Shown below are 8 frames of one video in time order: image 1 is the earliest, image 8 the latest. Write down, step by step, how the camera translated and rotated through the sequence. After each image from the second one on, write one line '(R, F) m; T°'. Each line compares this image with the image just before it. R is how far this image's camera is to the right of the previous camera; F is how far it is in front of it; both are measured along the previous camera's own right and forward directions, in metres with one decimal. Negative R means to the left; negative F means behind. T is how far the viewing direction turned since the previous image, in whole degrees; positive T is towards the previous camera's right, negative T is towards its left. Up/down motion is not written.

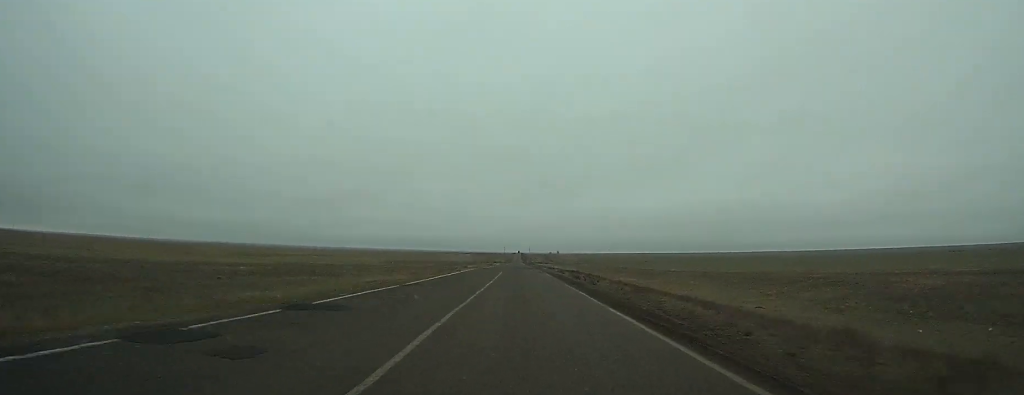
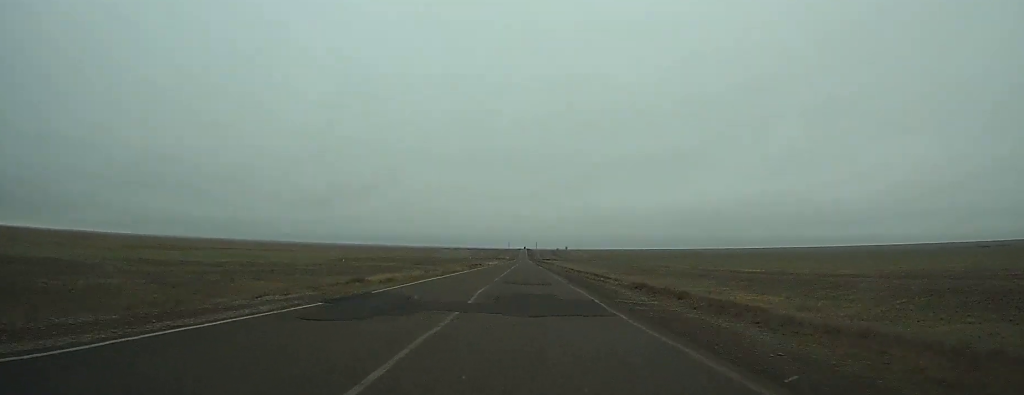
(-0.1, +71.4) m; 0°
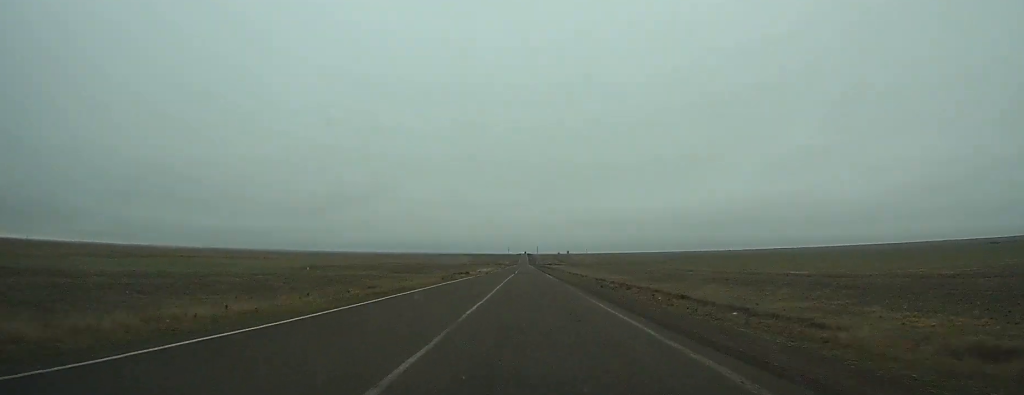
(-0.1, +28.3) m; 0°
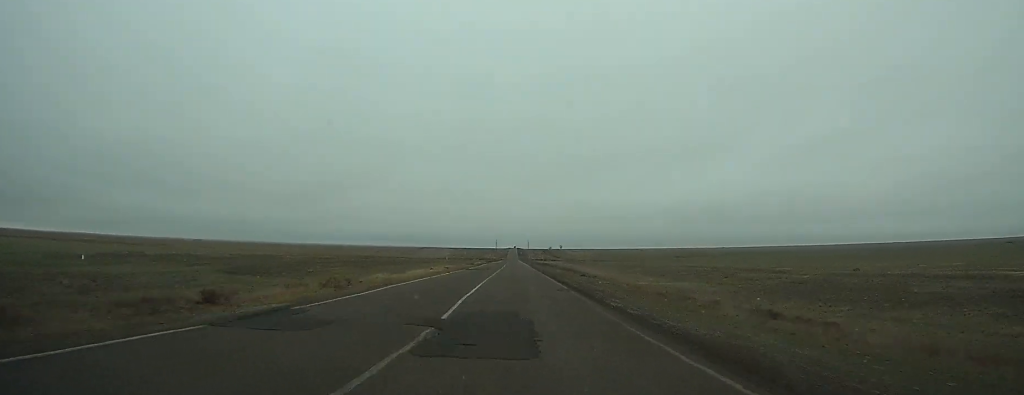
(+0.1, +71.4) m; 0°
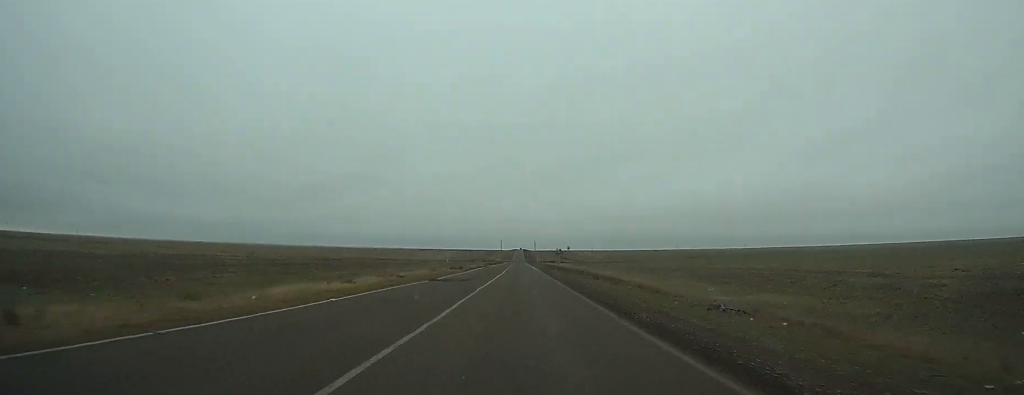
(-0.1, +30.3) m; 0°
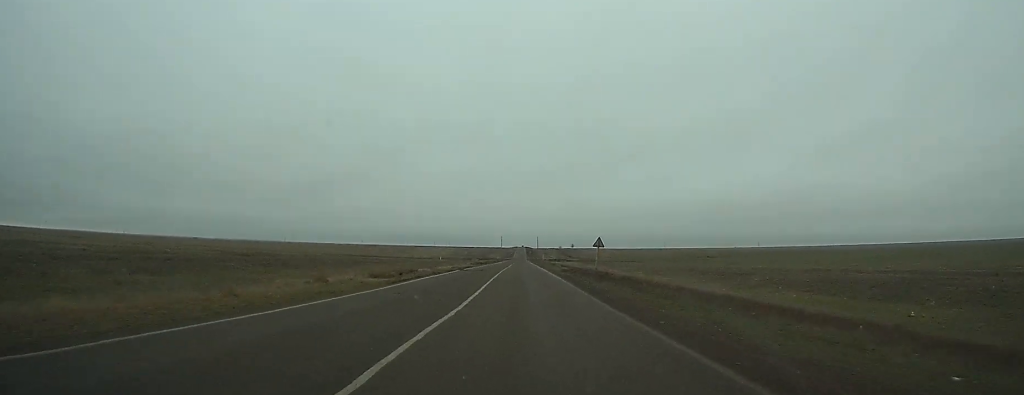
(-0.1, +37.9) m; 0°
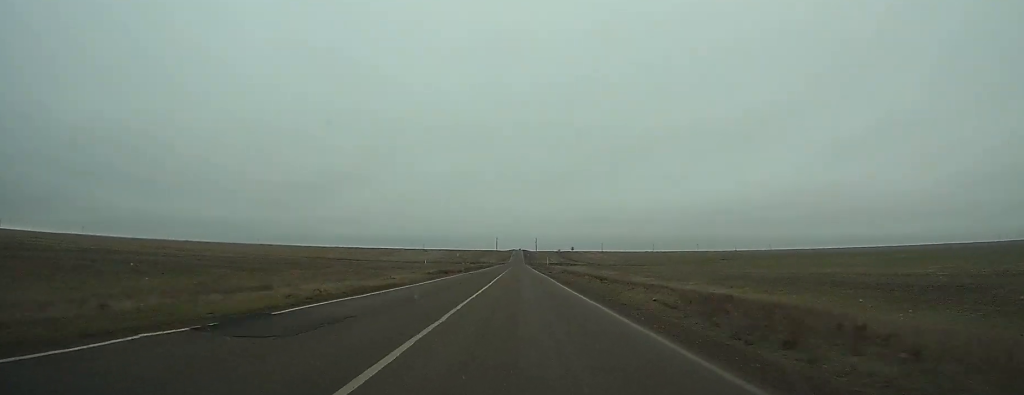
(0.0, +43.5) m; 0°
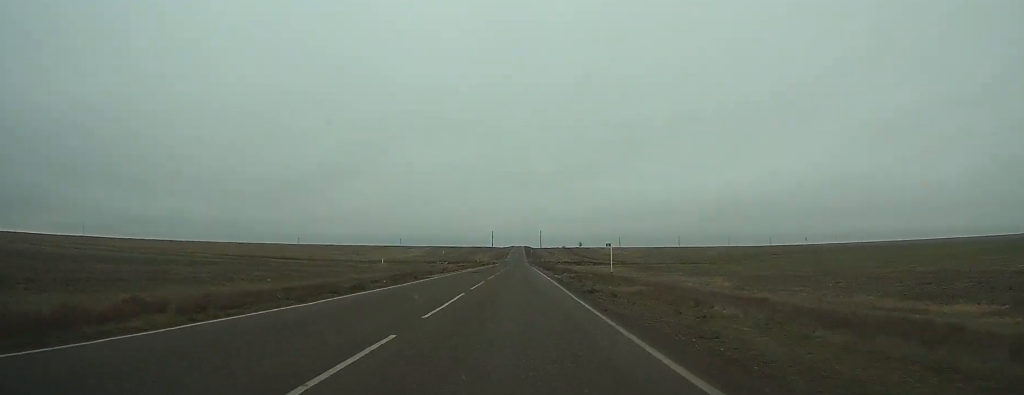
(+0.2, +94.5) m; 0°
